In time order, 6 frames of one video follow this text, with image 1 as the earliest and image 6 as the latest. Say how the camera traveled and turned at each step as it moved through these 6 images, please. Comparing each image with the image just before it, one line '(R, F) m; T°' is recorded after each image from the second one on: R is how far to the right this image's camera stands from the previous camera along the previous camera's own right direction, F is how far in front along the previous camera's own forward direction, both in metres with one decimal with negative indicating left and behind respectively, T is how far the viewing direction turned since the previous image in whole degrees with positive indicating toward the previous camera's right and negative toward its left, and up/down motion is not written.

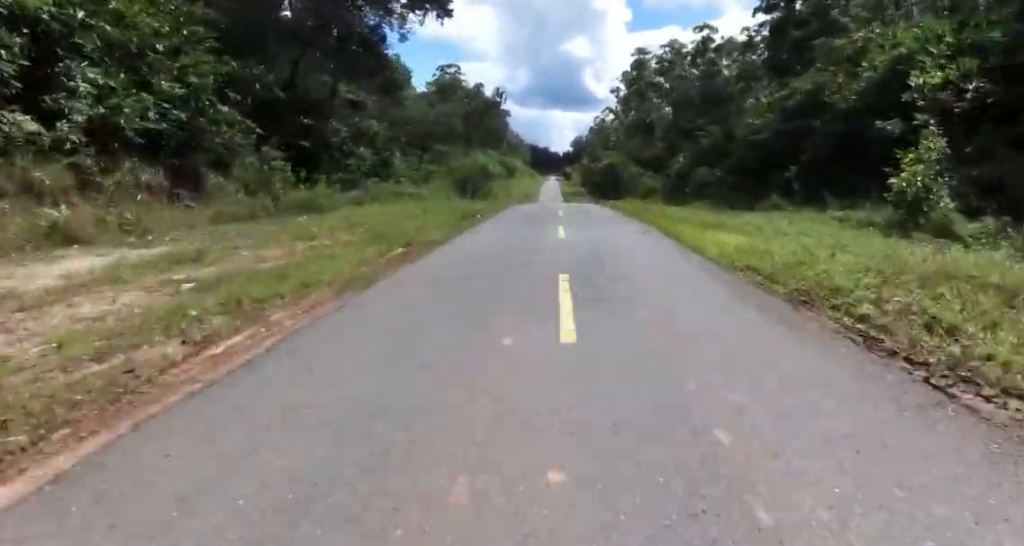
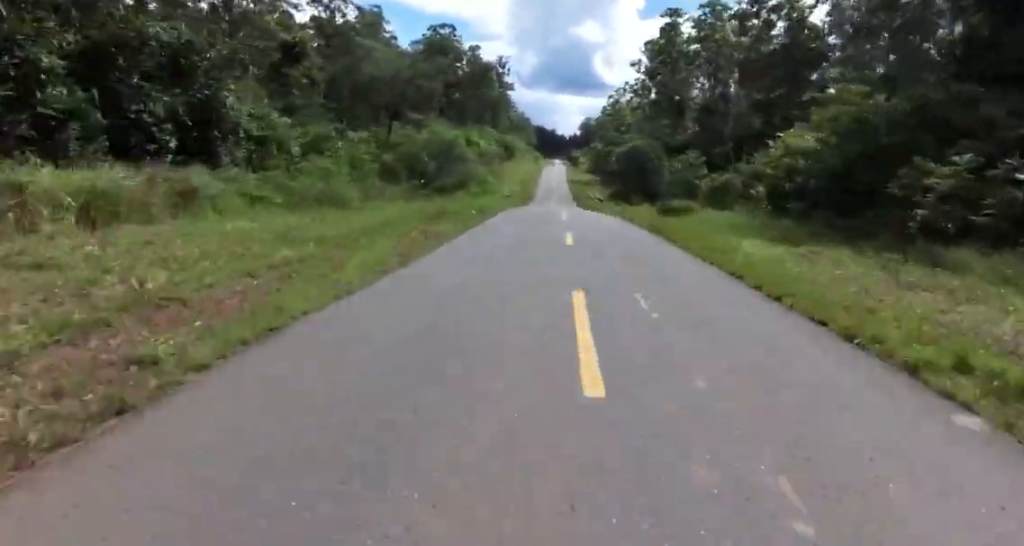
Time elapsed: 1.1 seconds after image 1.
(+0.4, +27.6) m; +1°
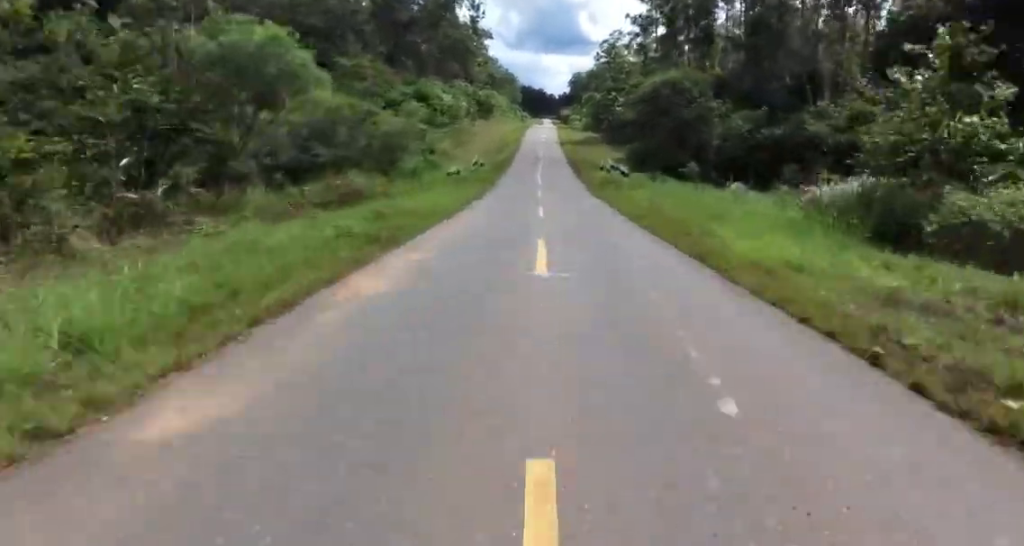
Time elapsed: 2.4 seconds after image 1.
(-0.3, +28.9) m; 0°
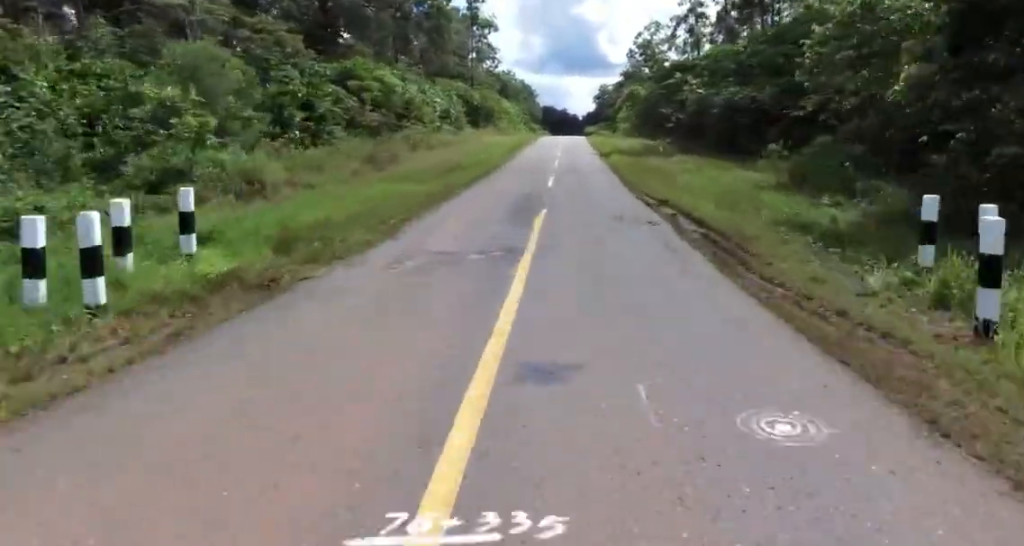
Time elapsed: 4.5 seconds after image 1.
(+0.2, +41.1) m; -1°
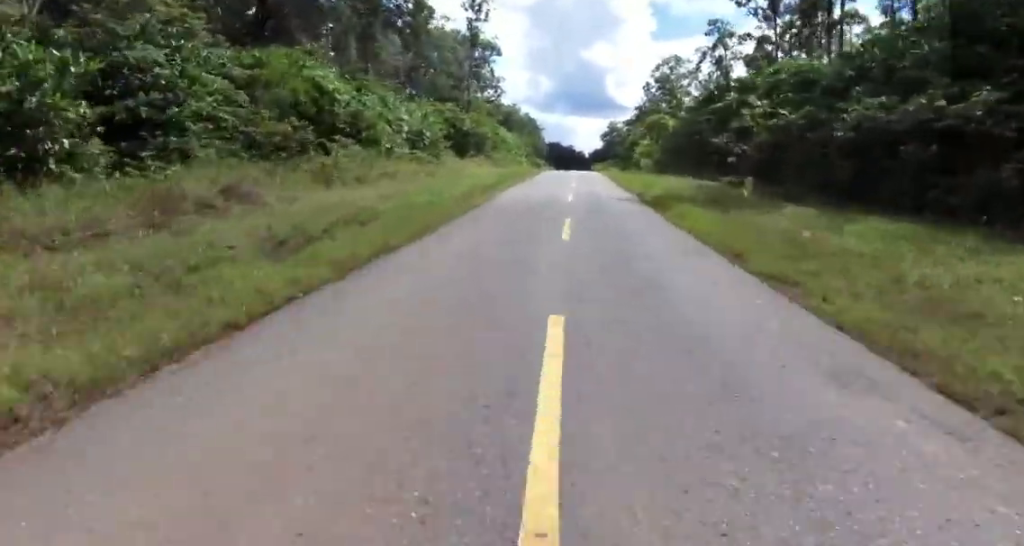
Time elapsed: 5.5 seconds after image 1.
(-0.3, +17.0) m; +1°
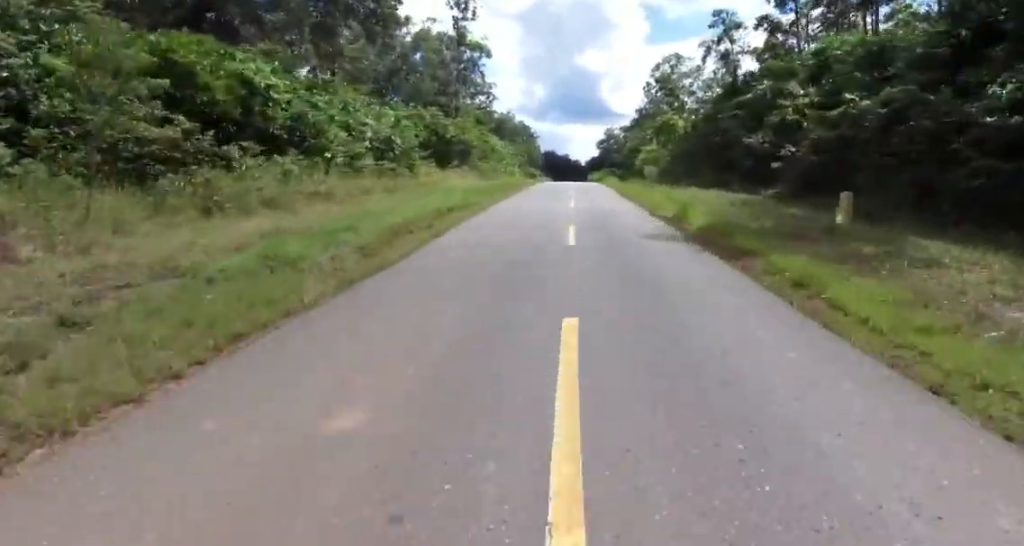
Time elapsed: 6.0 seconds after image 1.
(+0.3, +8.2) m; +2°
